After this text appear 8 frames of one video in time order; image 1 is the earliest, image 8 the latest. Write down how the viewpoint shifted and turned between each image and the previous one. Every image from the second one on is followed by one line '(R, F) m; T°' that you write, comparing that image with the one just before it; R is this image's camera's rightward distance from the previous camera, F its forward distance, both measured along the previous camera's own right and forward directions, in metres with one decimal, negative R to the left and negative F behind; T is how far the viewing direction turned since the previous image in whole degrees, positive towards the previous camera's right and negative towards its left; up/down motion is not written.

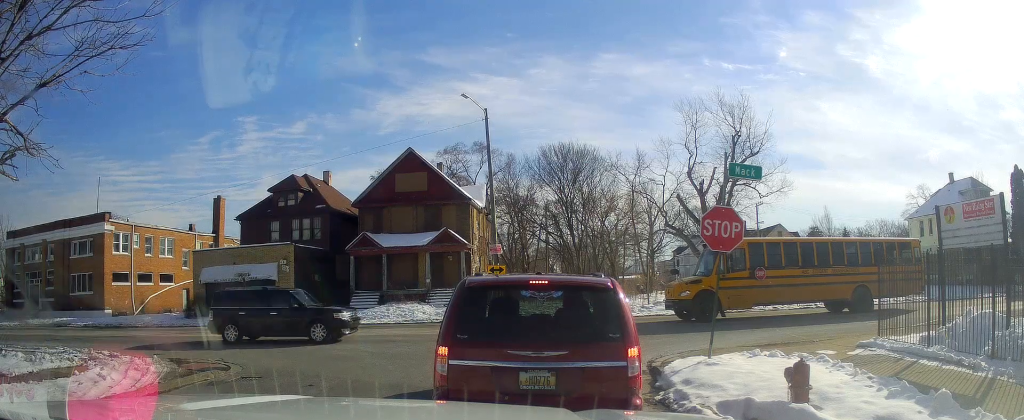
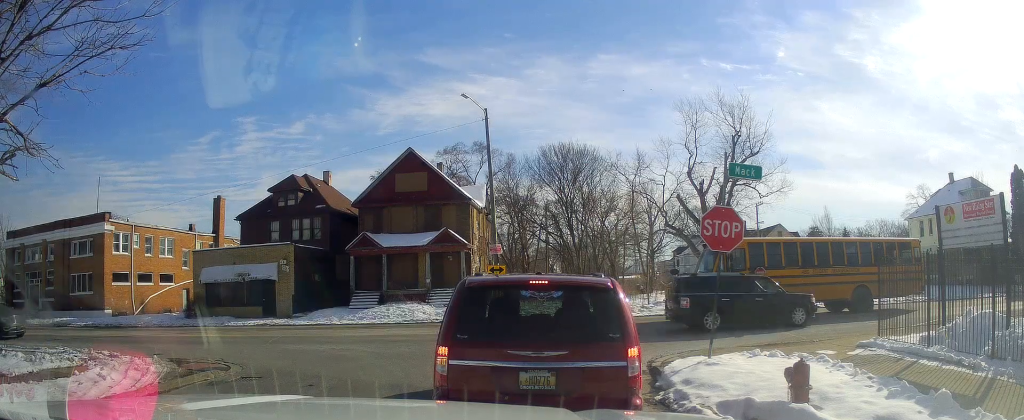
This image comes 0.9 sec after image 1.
(0.0, 0.0) m; 0°
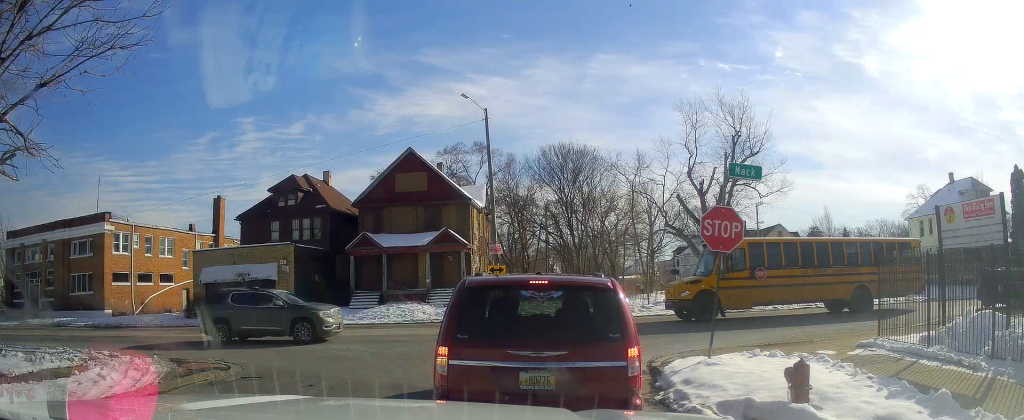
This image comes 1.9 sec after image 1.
(0.0, 0.0) m; 0°
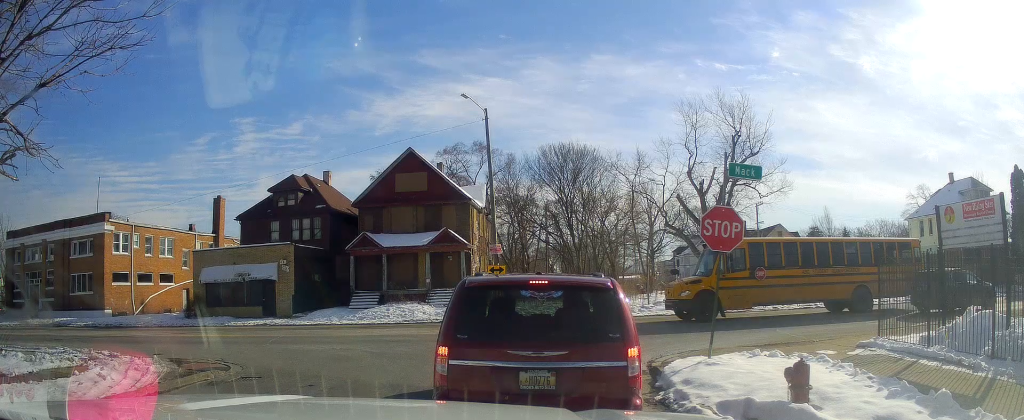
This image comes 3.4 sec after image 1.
(0.0, 0.0) m; 0°
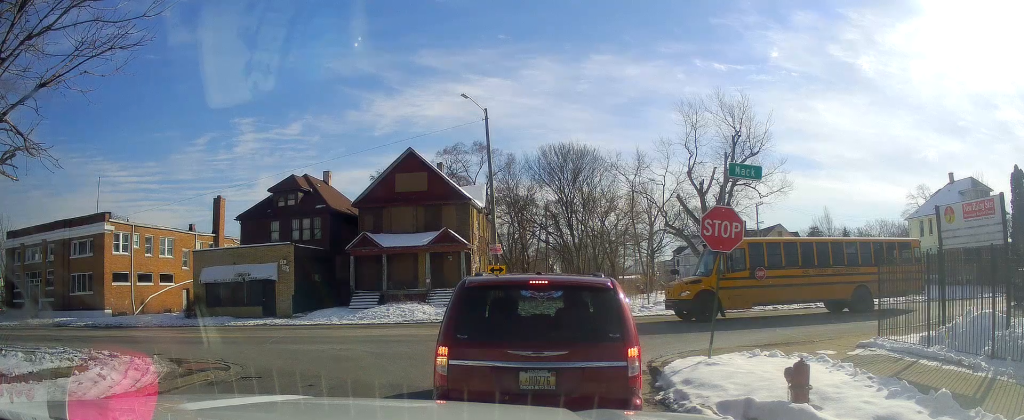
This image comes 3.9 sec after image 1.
(0.0, 0.0) m; 0°
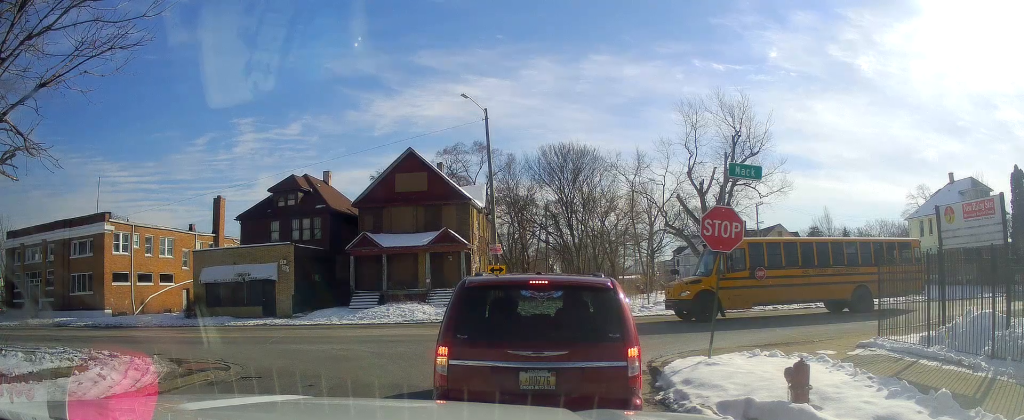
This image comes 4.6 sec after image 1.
(0.0, 0.0) m; 0°
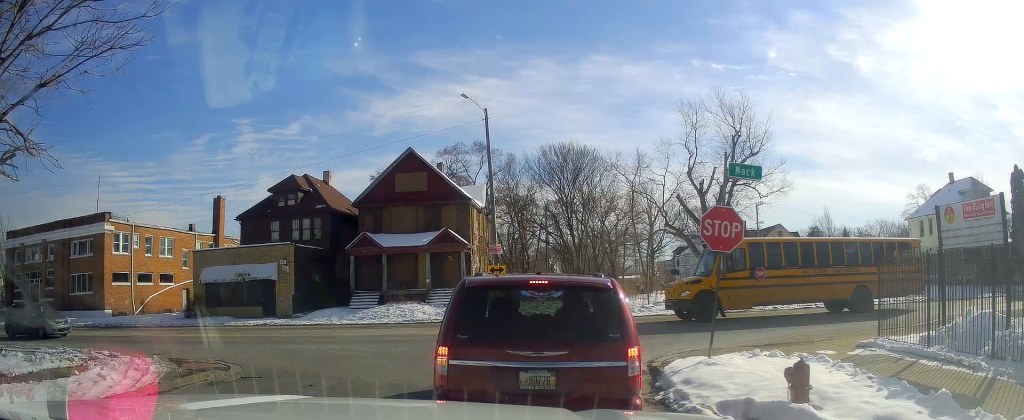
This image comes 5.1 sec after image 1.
(0.0, 0.0) m; 0°
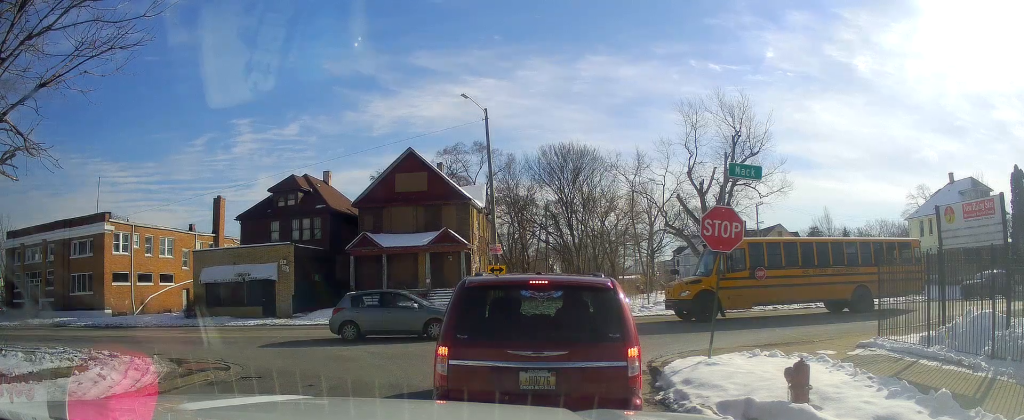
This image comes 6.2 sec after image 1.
(0.0, 0.0) m; 0°
